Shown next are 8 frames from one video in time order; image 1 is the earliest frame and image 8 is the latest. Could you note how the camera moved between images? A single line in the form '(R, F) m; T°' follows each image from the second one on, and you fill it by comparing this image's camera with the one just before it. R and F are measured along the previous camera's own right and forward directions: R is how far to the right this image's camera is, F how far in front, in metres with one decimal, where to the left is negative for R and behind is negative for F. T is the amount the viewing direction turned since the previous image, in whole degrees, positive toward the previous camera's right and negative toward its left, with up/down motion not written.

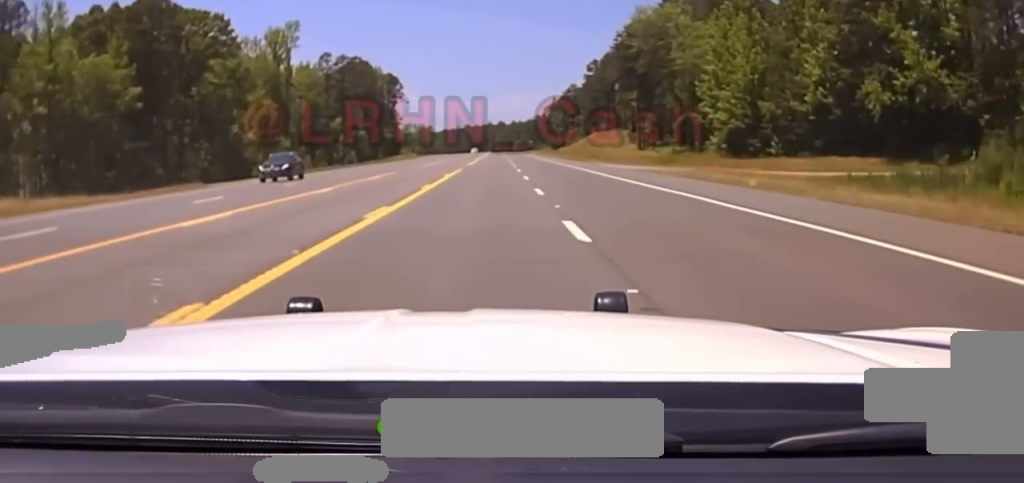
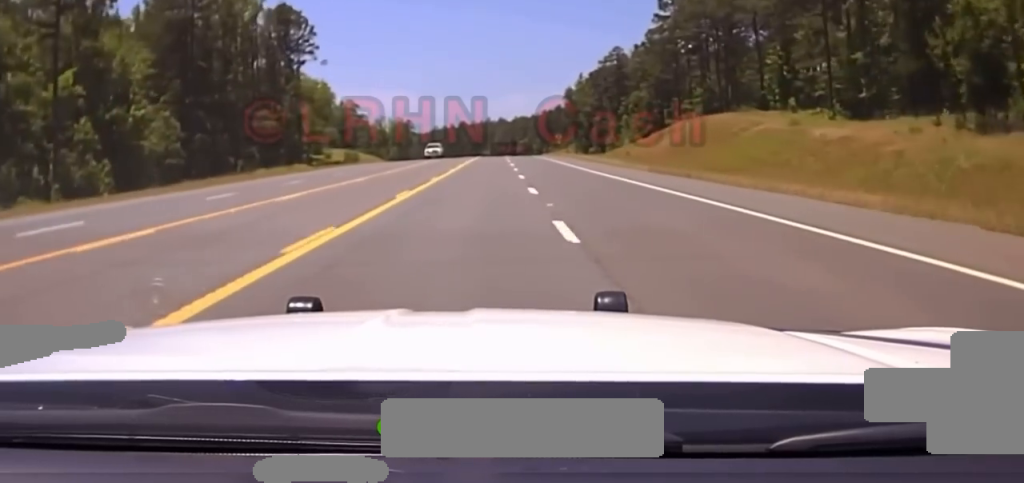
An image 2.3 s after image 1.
(+1.0, +118.0) m; +1°
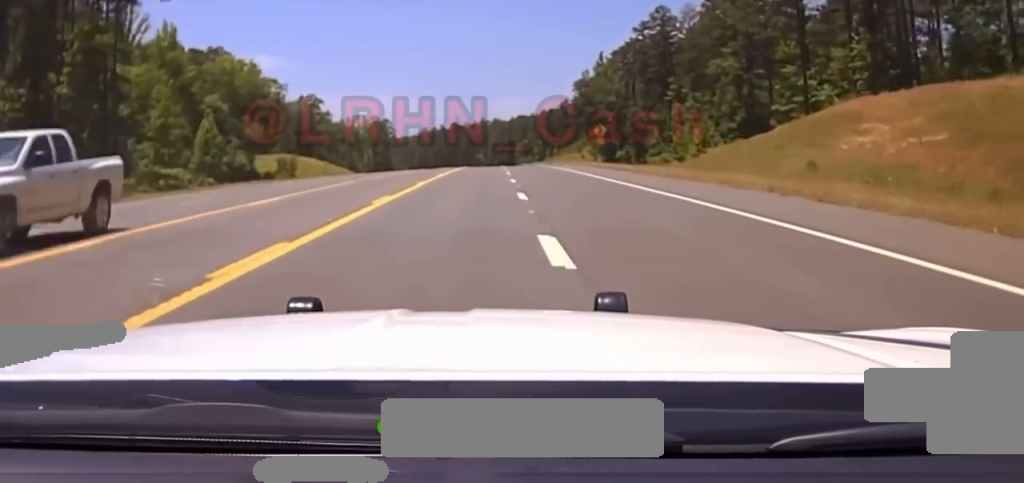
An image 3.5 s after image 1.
(-0.2, +68.8) m; 0°
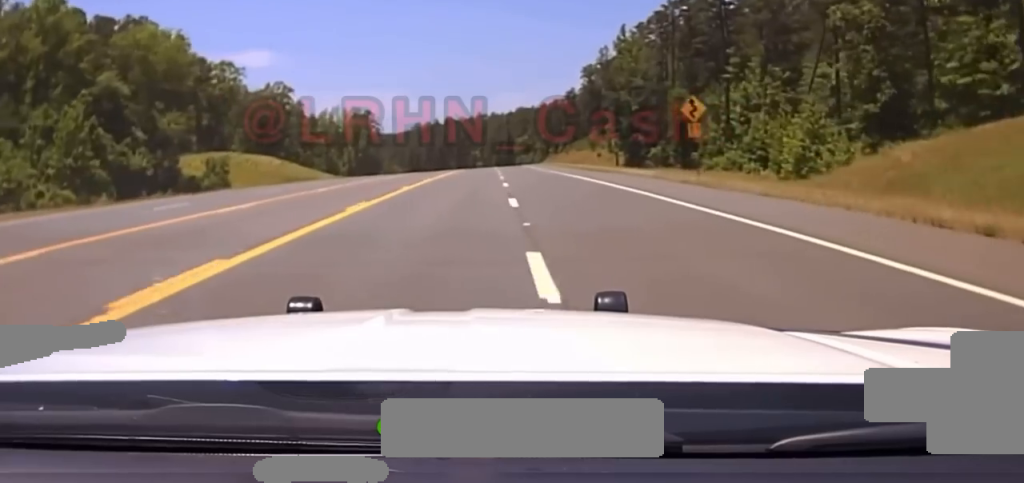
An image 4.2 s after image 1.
(+0.1, +44.2) m; 0°
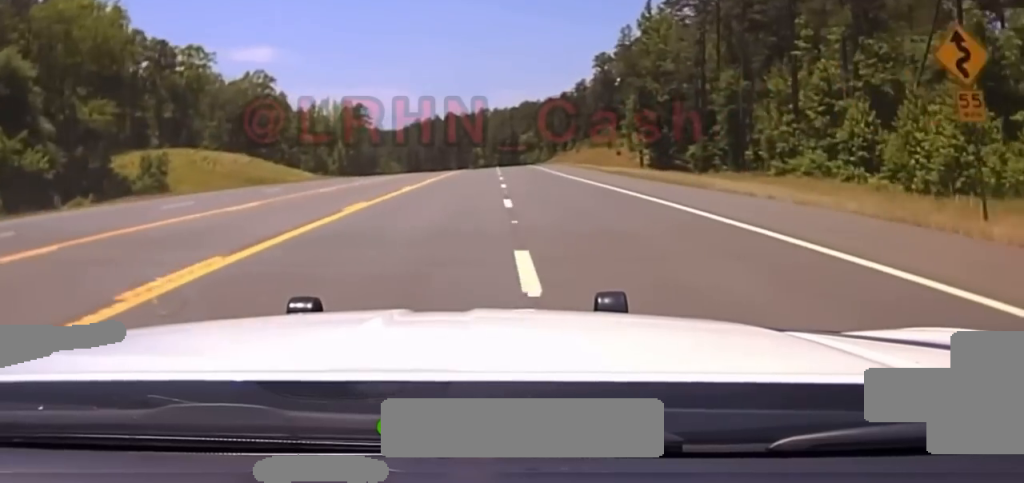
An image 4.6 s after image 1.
(0.0, +25.1) m; 0°
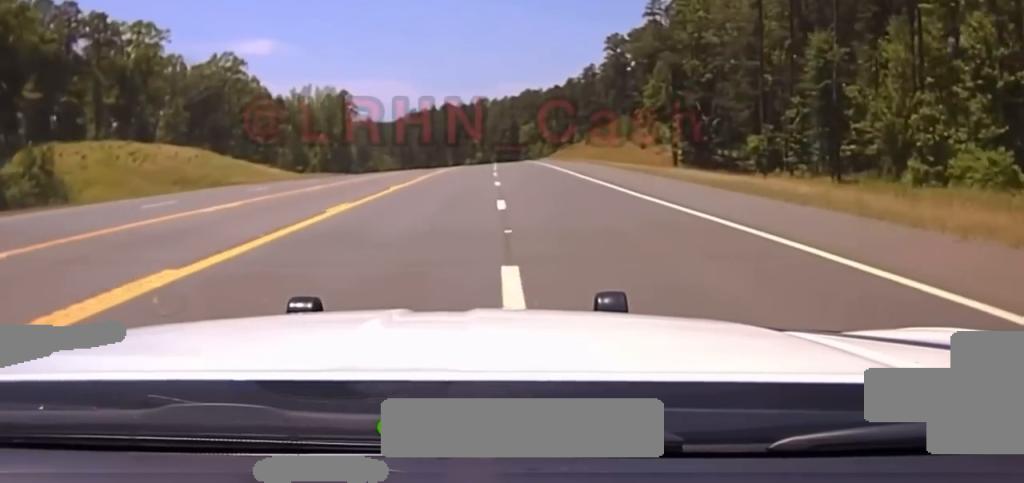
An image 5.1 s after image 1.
(-0.1, +27.1) m; 0°
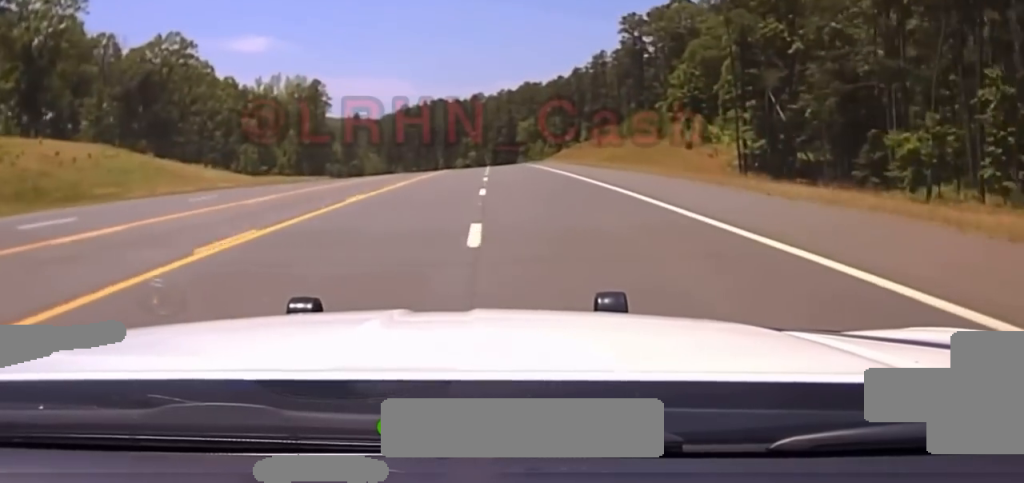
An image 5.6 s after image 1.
(+0.1, +30.4) m; 0°
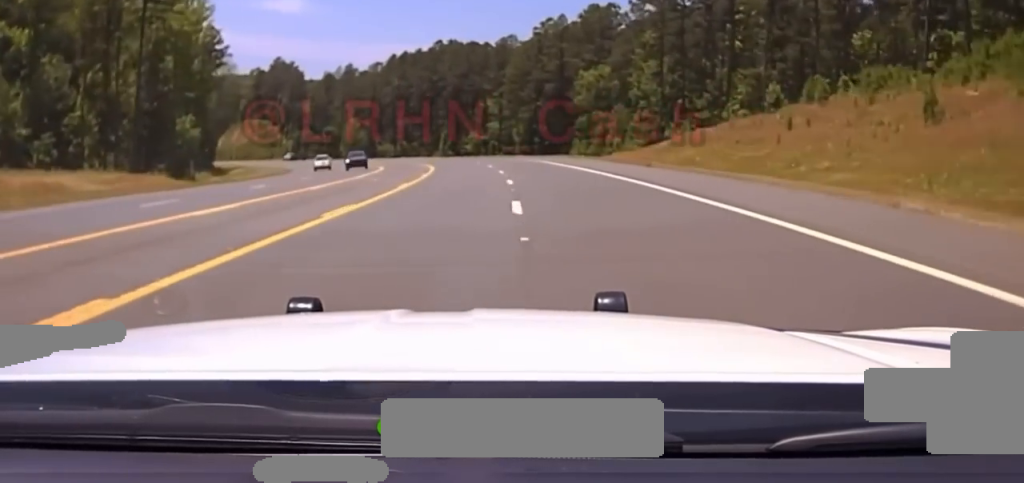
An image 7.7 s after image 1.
(-1.0, +101.8) m; -2°
